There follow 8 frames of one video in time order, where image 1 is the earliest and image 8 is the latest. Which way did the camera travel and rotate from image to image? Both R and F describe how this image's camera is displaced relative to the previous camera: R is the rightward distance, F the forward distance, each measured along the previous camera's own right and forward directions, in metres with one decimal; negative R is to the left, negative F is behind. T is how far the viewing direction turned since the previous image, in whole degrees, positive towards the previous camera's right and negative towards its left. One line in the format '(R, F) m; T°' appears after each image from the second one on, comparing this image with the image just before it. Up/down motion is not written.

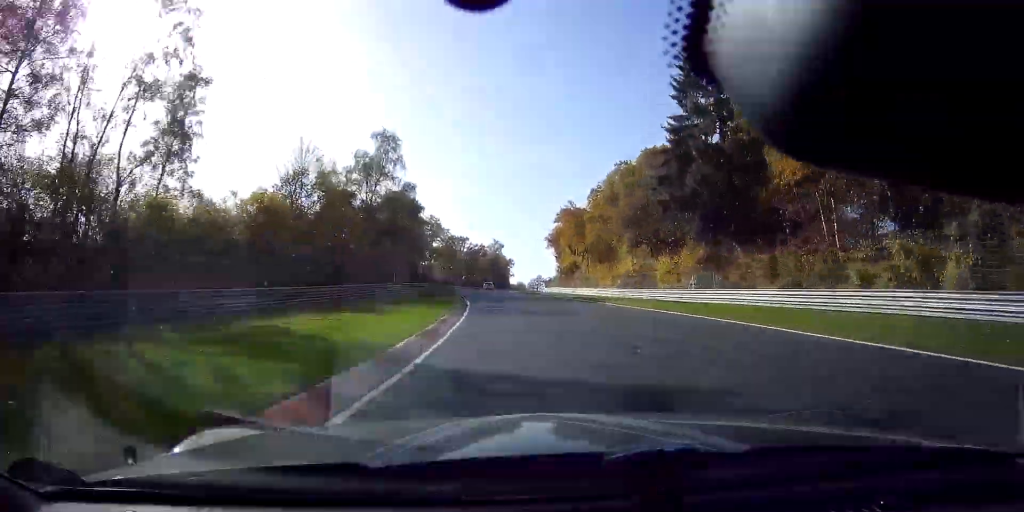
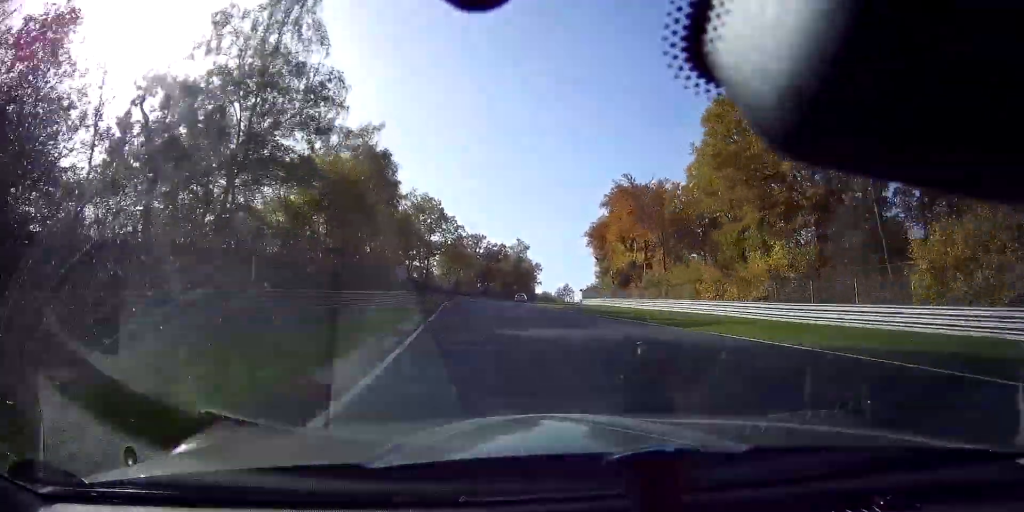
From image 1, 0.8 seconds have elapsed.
(-0.6, +31.4) m; -2°
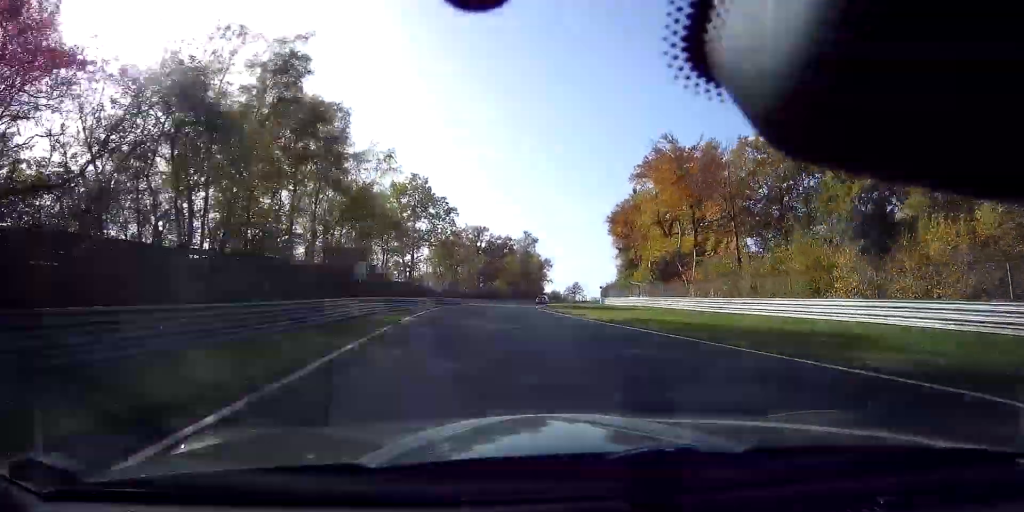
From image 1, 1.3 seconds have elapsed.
(-0.2, +16.9) m; +1°
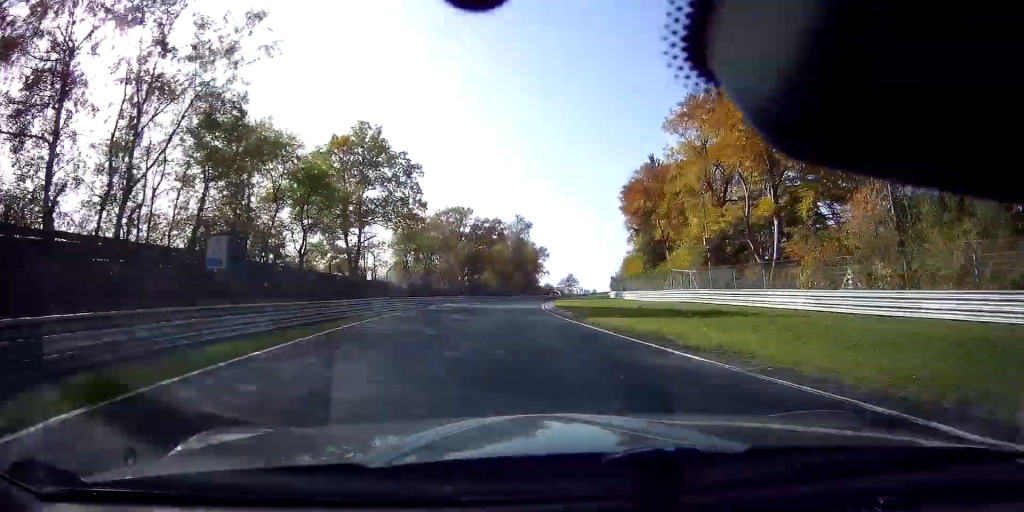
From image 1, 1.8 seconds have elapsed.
(-0.5, +19.4) m; +1°
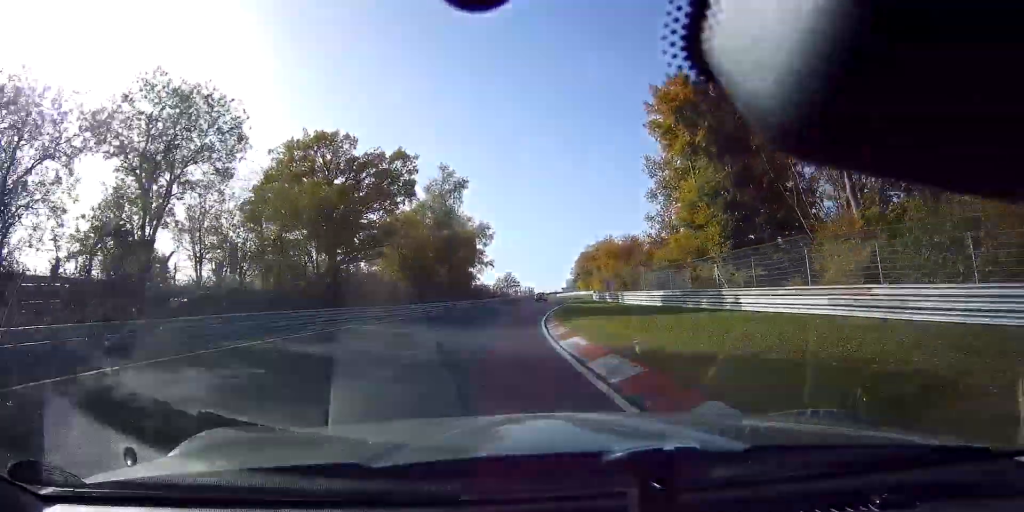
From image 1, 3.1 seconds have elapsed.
(+2.6, +44.0) m; +6°
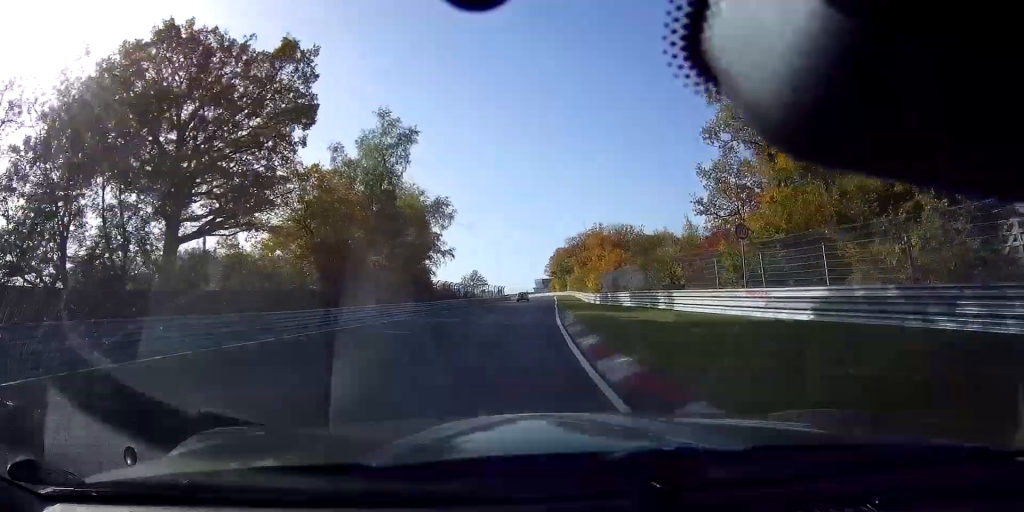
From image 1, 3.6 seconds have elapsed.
(+0.3, +19.9) m; +3°
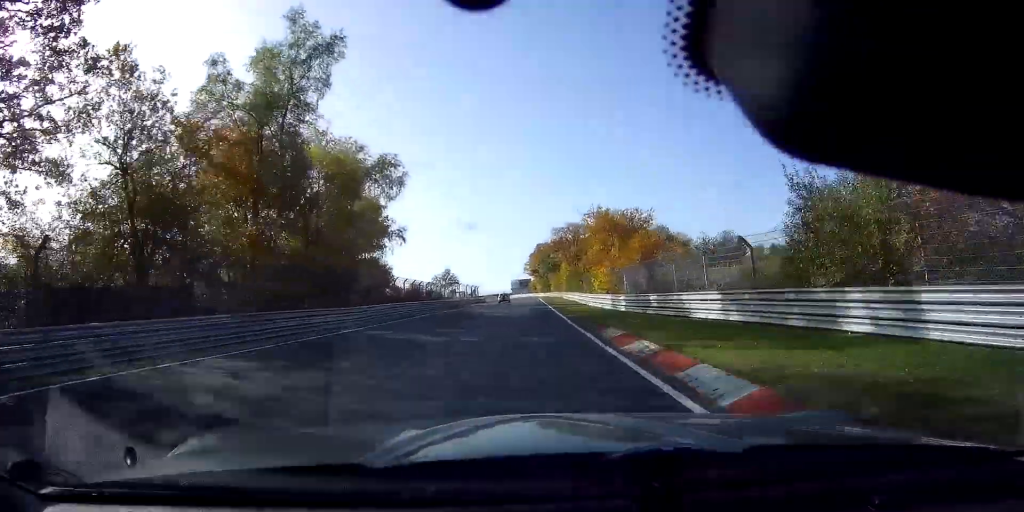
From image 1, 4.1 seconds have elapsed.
(+0.6, +17.7) m; +2°
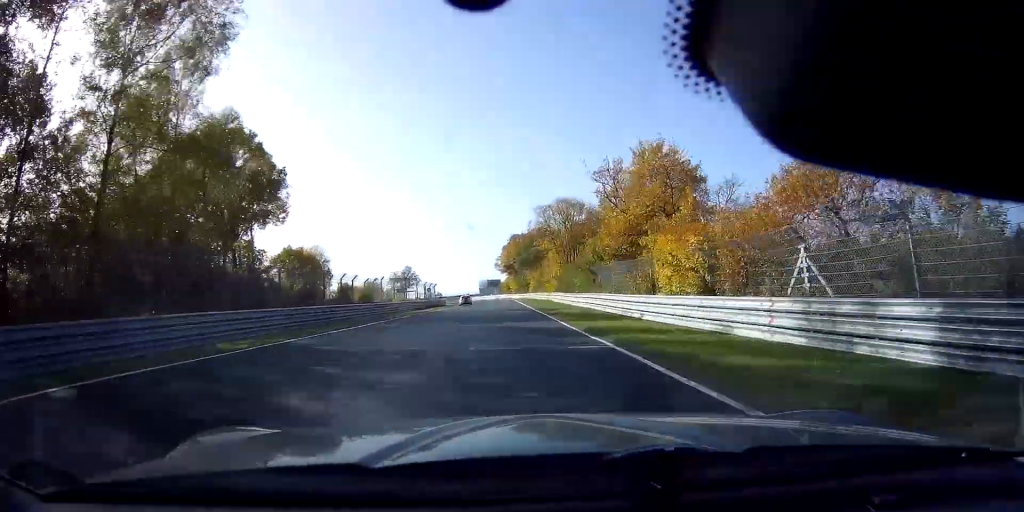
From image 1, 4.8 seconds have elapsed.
(+0.9, +24.9) m; +2°
